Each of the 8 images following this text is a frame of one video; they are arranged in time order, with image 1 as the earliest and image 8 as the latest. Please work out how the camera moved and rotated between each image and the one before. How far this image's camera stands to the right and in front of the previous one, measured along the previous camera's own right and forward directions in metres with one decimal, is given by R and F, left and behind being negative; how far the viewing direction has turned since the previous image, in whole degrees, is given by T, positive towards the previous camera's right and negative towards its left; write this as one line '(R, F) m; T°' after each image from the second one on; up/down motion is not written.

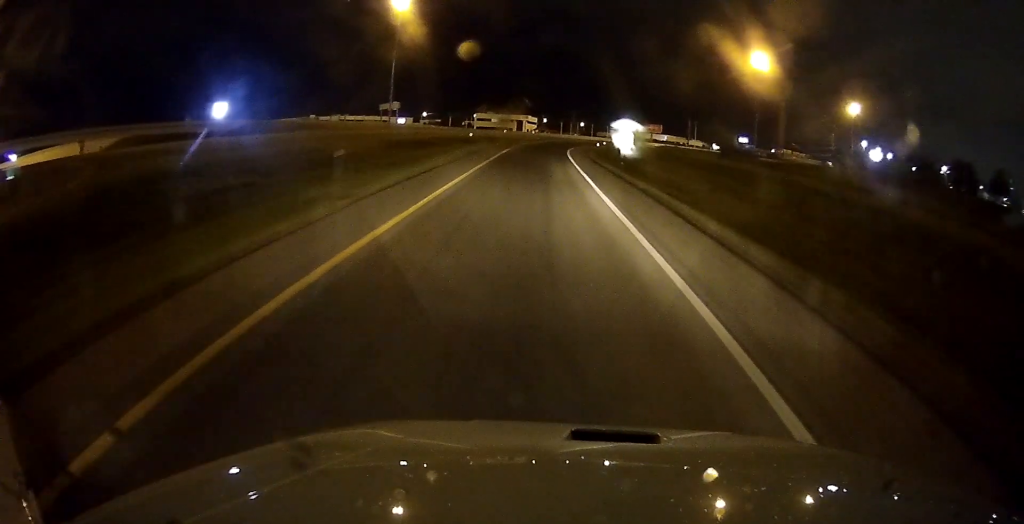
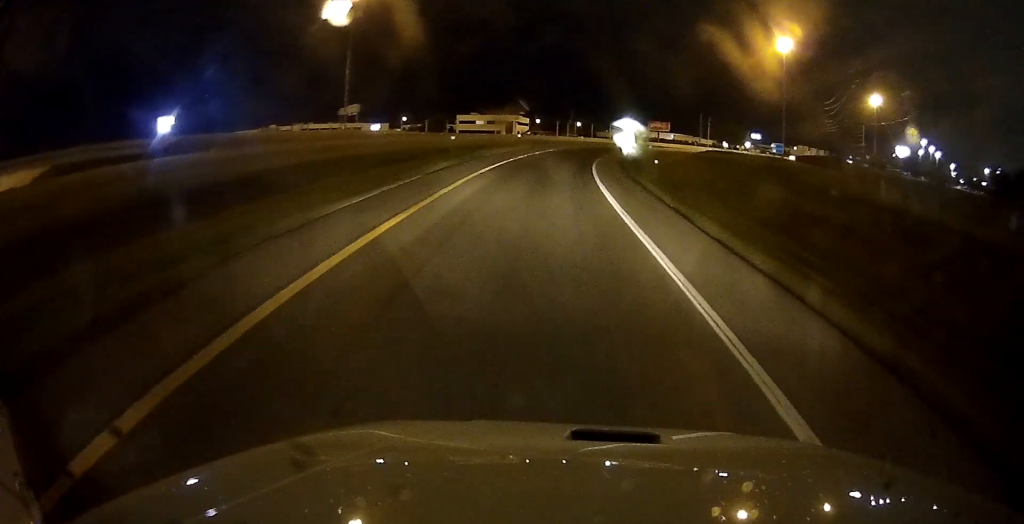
(+0.1, +38.7) m; +2°
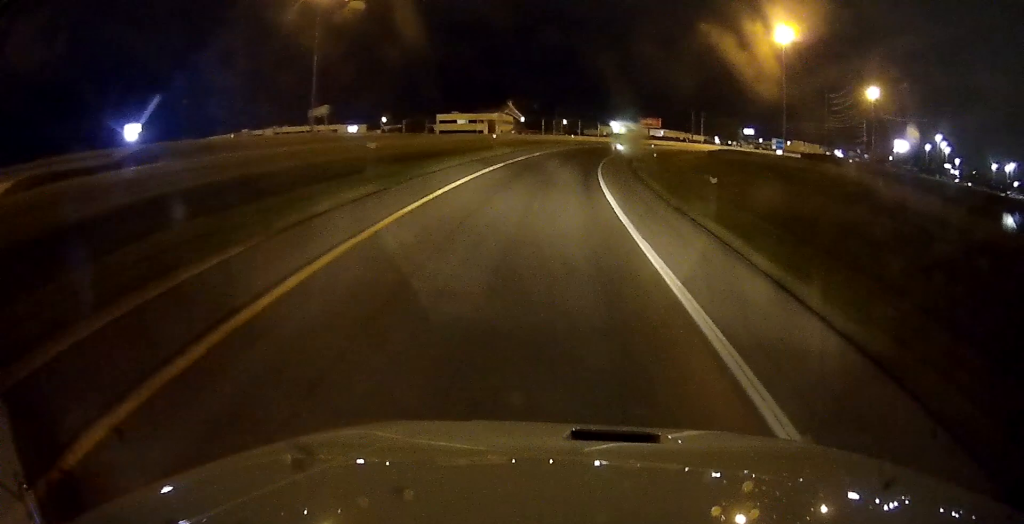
(-0.2, +13.5) m; +2°
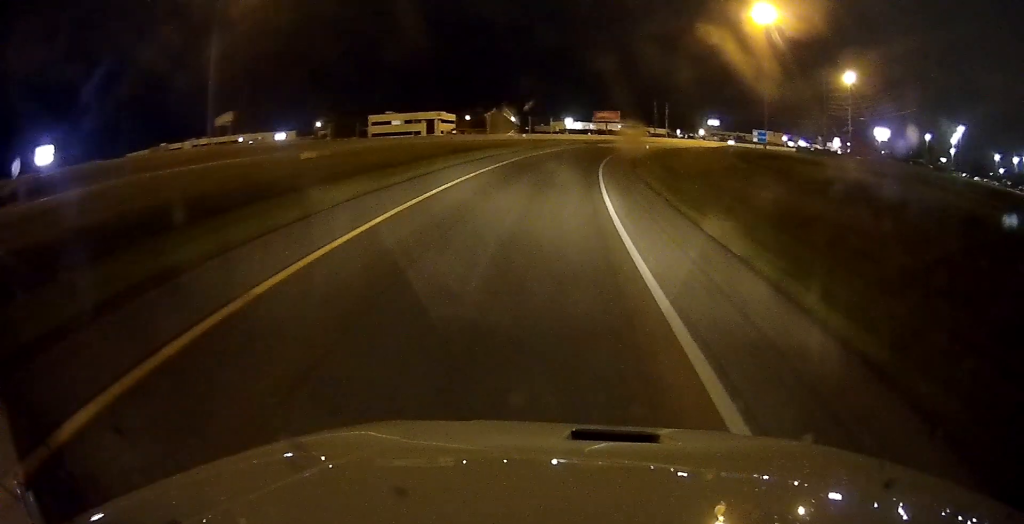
(+1.6, +27.6) m; +5°
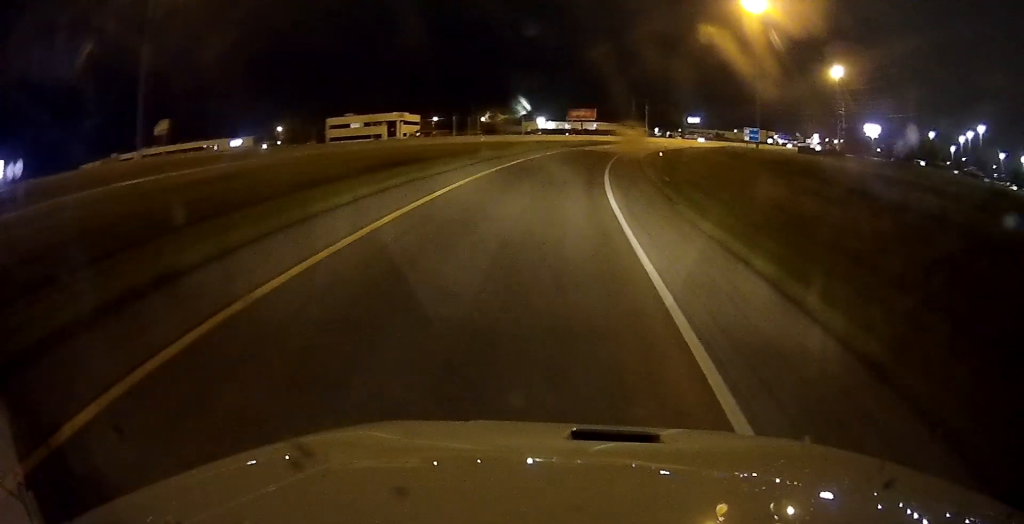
(+0.5, +16.1) m; +3°
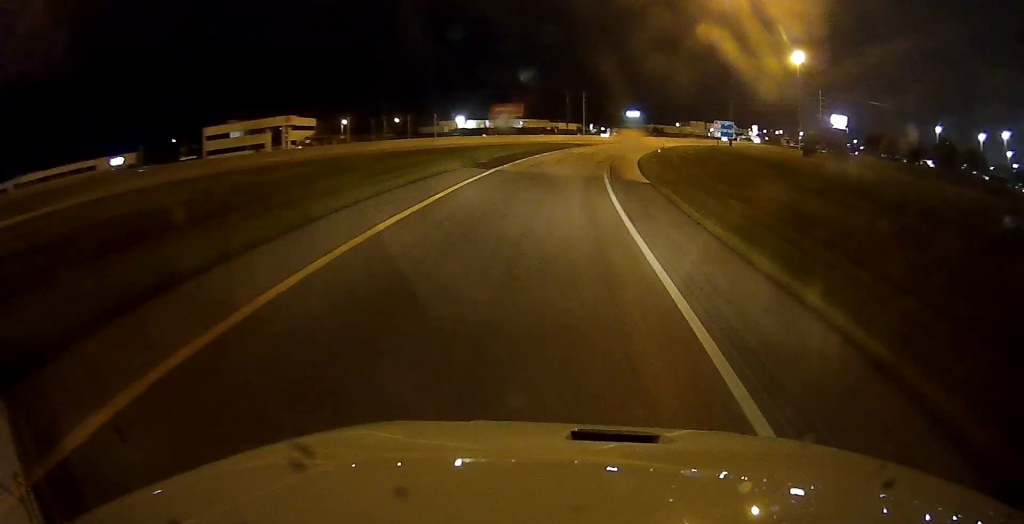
(+1.7, +36.0) m; +7°
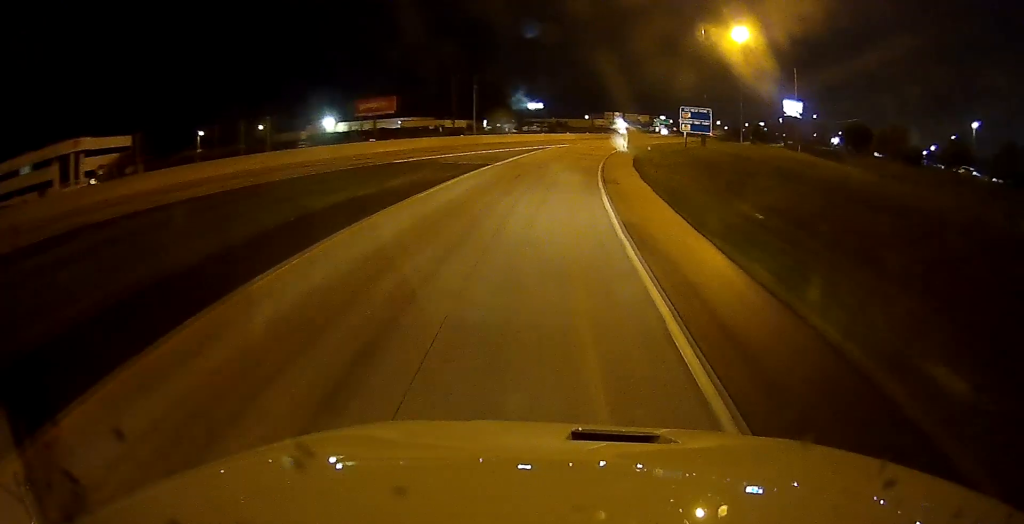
(+4.2, +50.0) m; +9°
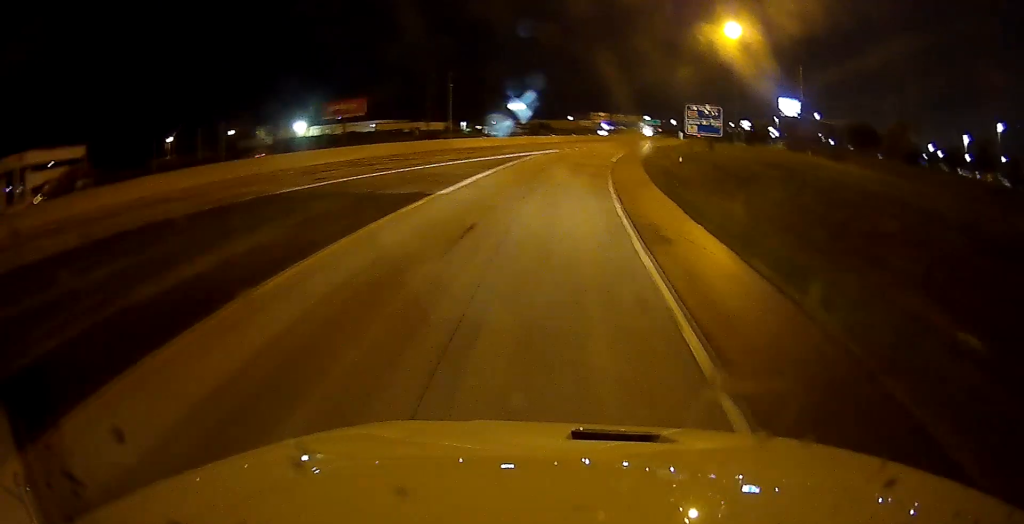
(+0.4, +12.8) m; +3°
